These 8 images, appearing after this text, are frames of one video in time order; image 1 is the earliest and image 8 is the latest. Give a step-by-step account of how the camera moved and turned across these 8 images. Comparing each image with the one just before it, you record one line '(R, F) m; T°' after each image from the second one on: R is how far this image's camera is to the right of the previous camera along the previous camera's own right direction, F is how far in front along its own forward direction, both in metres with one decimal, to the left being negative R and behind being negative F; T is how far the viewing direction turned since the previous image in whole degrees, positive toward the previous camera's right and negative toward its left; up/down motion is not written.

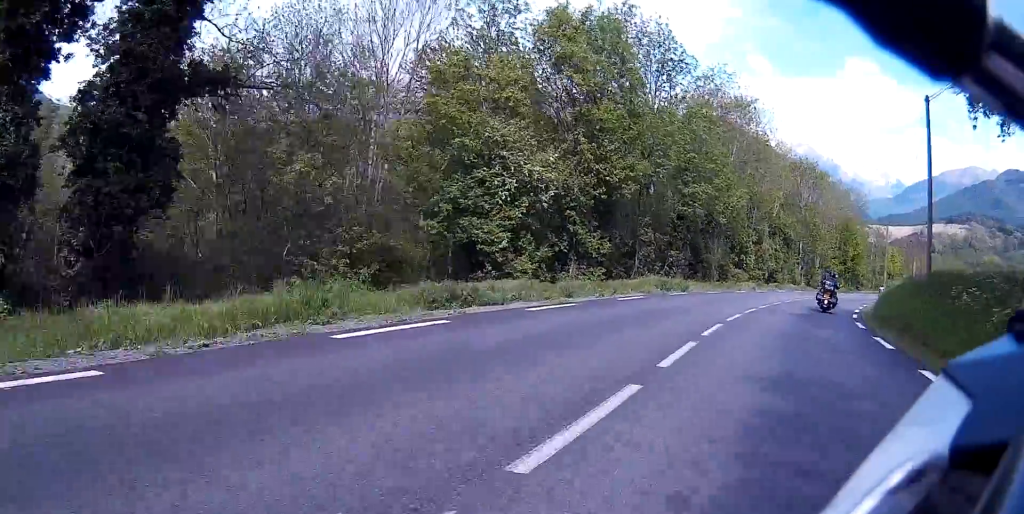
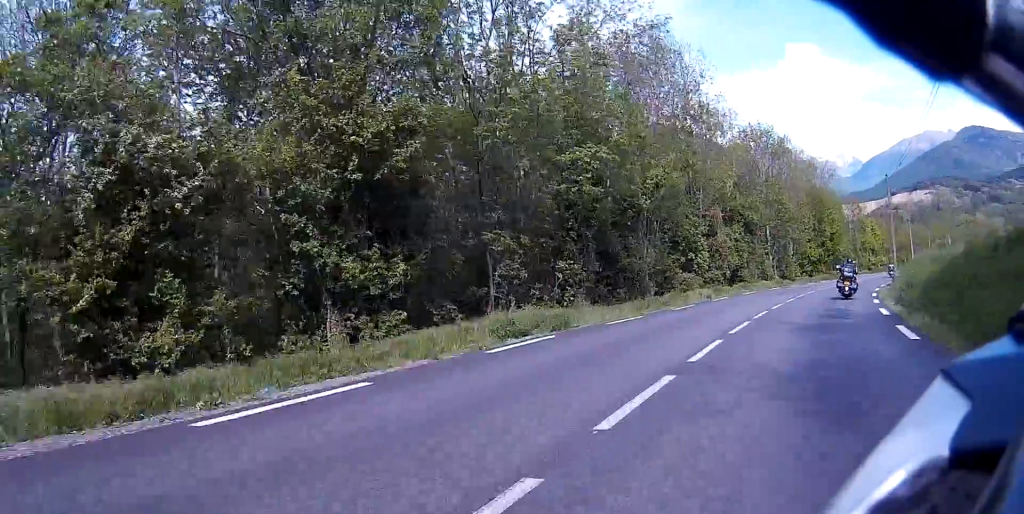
(0.0, +15.2) m; 0°
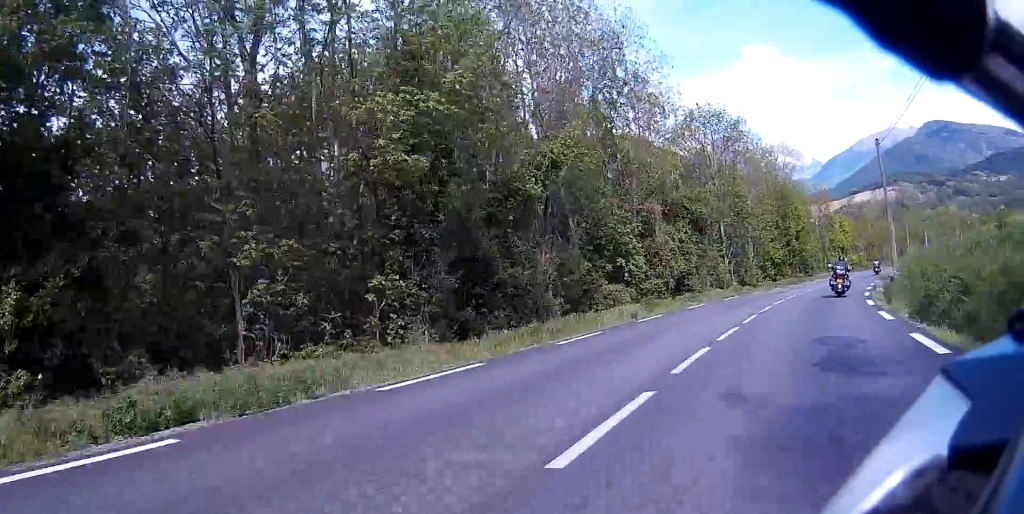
(0.0, +9.4) m; 0°
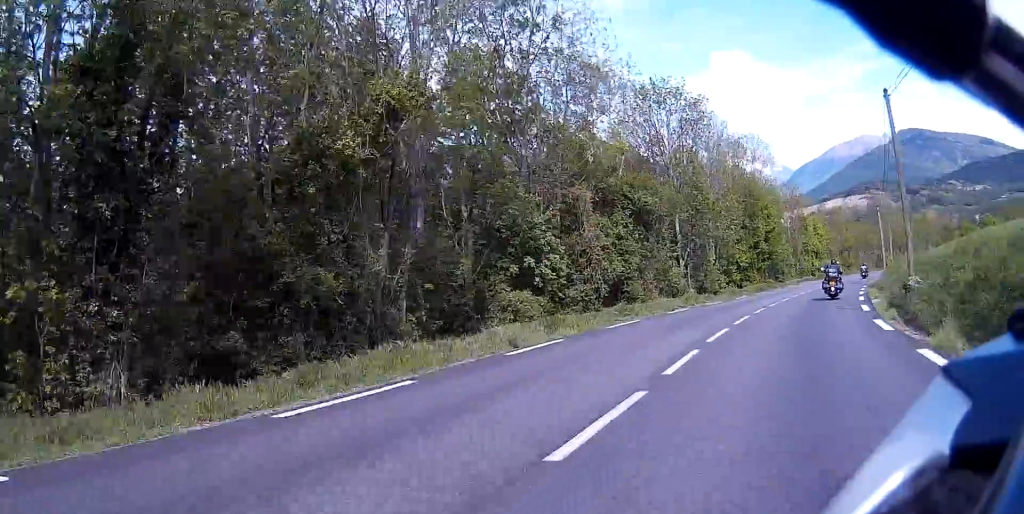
(0.0, +8.3) m; 0°
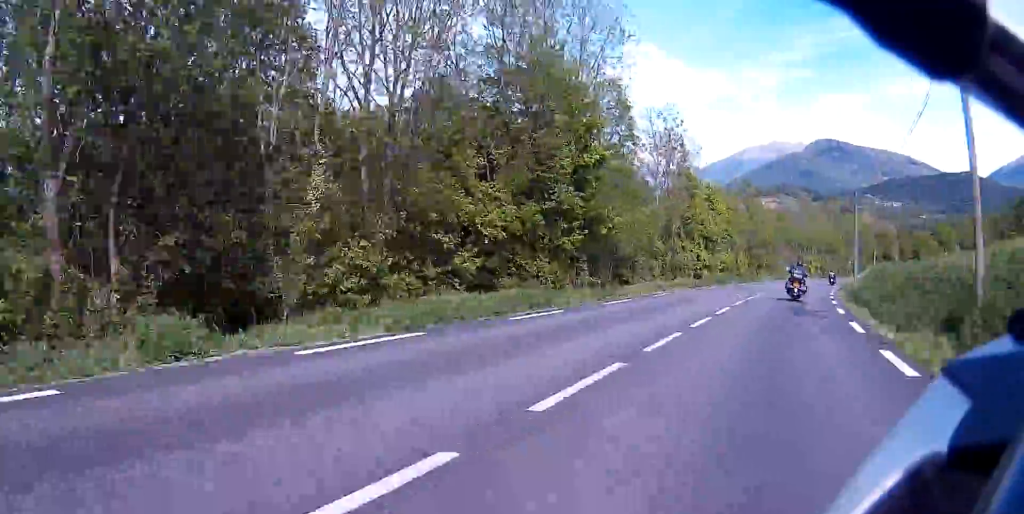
(0.0, +37.6) m; 0°
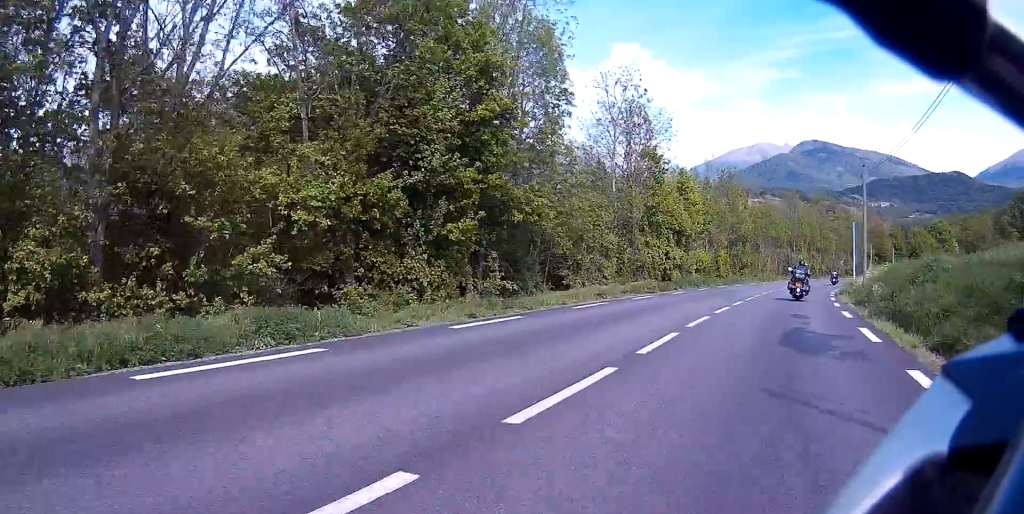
(0.0, +9.1) m; 0°
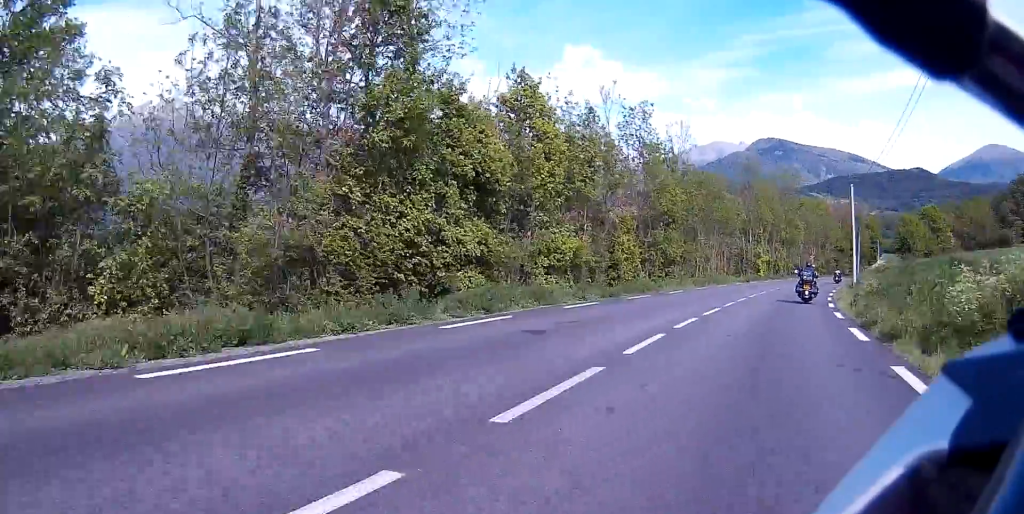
(0.0, +25.4) m; 0°
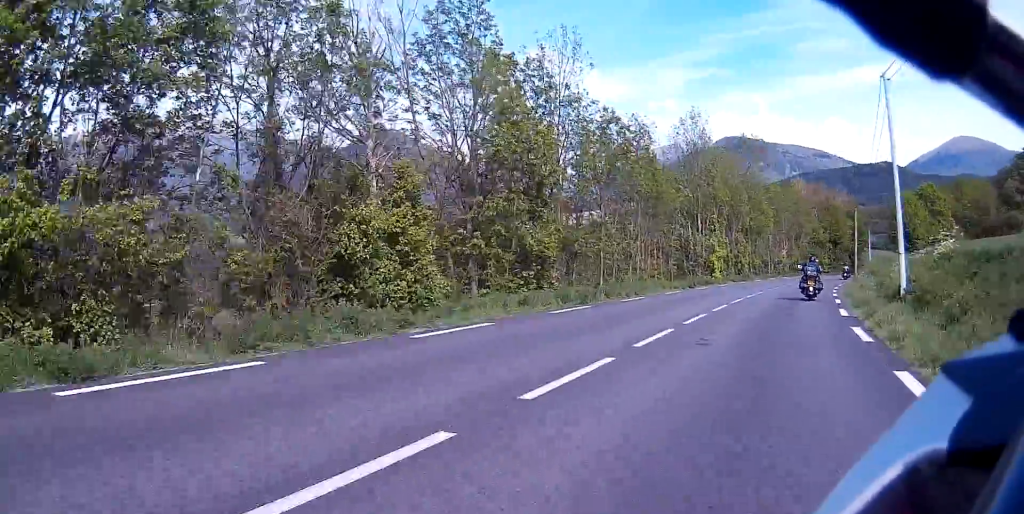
(0.0, +20.2) m; 0°
